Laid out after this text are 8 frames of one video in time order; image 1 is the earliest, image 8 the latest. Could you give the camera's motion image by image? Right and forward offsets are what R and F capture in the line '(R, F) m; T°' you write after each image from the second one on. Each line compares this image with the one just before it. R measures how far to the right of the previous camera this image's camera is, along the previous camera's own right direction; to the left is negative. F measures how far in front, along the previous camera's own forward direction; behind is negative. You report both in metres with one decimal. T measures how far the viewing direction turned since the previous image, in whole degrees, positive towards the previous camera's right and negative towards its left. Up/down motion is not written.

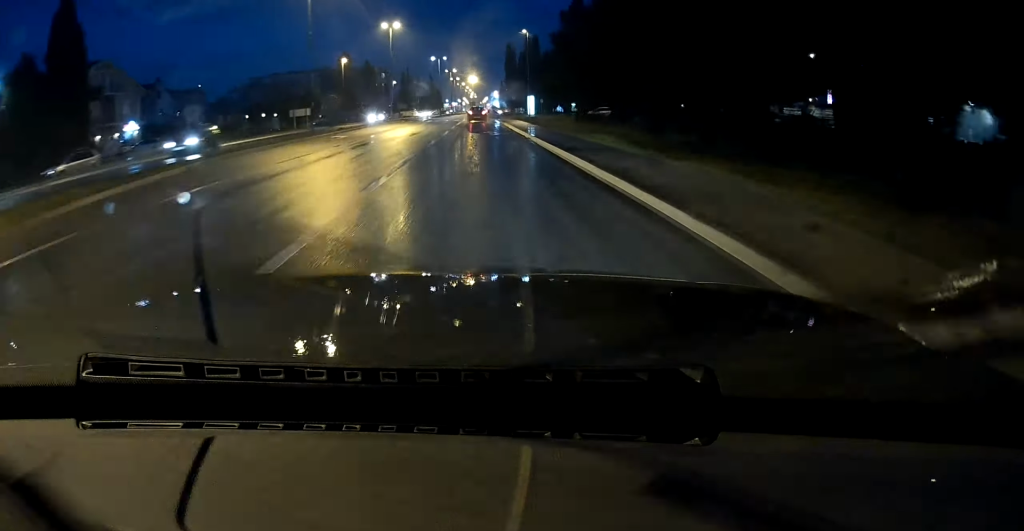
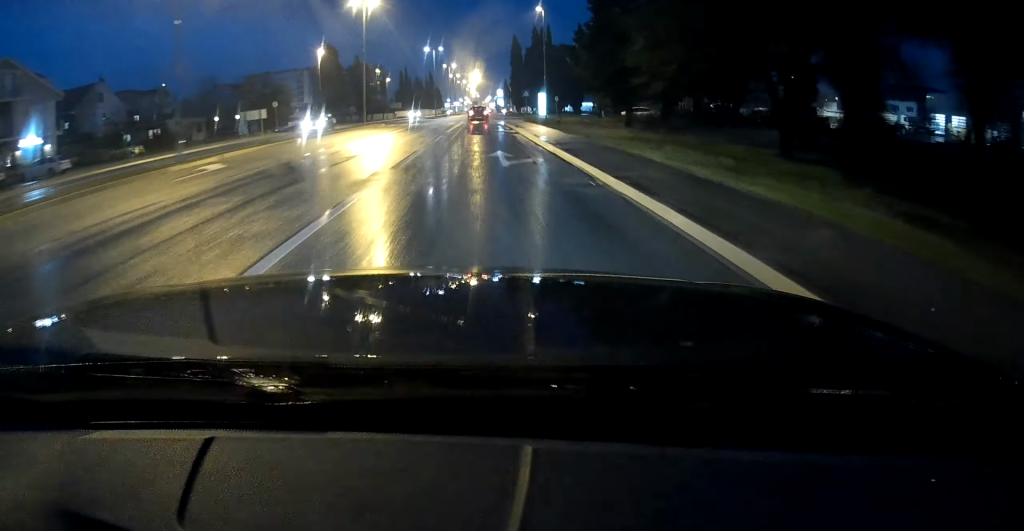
(0.0, +16.2) m; 0°
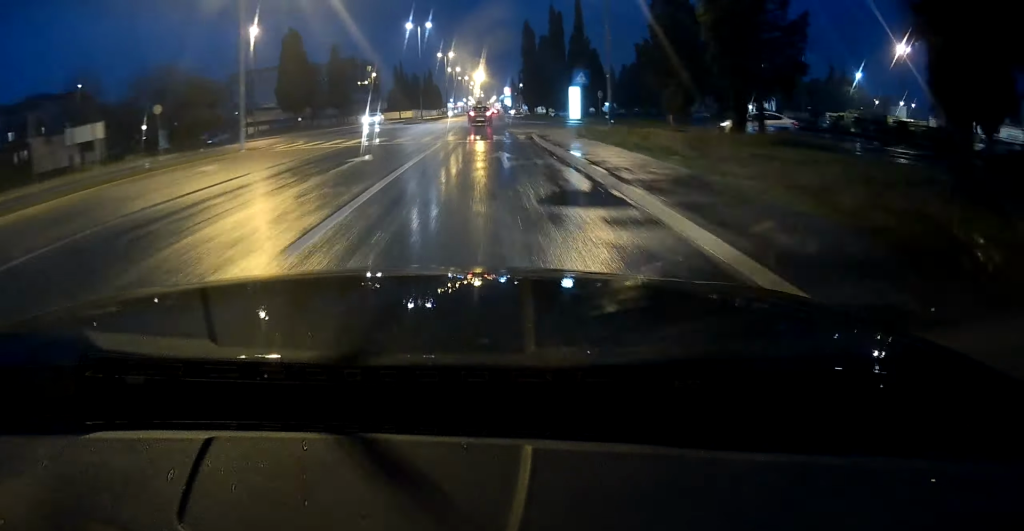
(0.0, +27.3) m; 0°
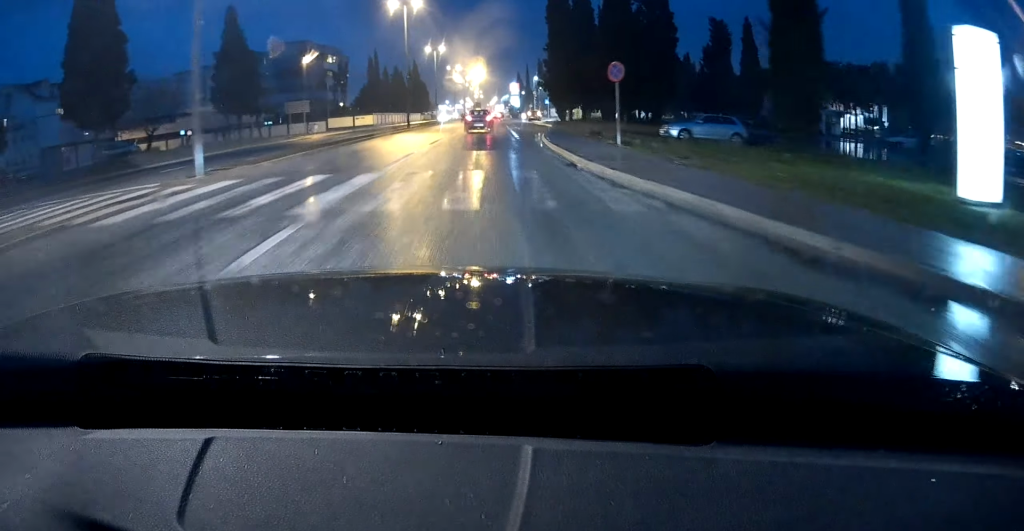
(0.0, +53.5) m; -1°
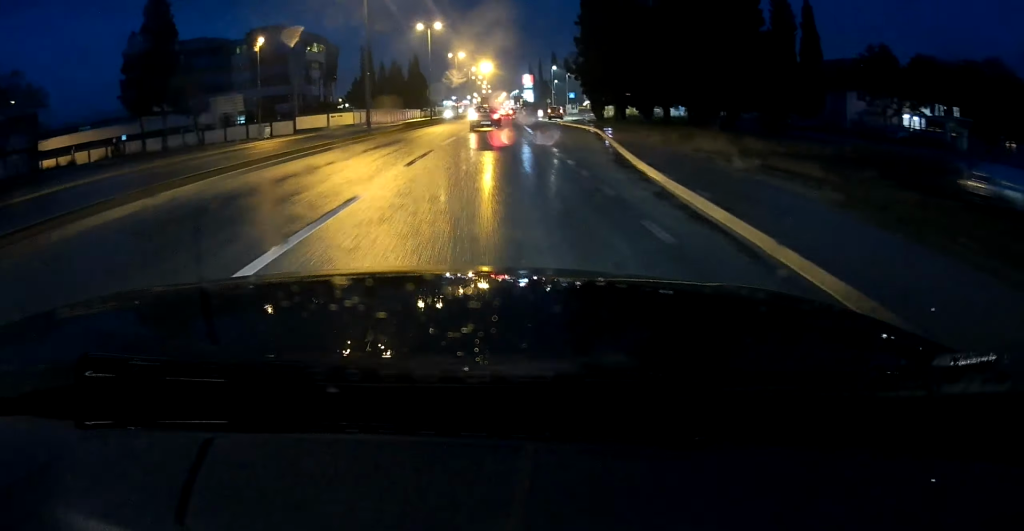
(-0.2, +20.3) m; -1°
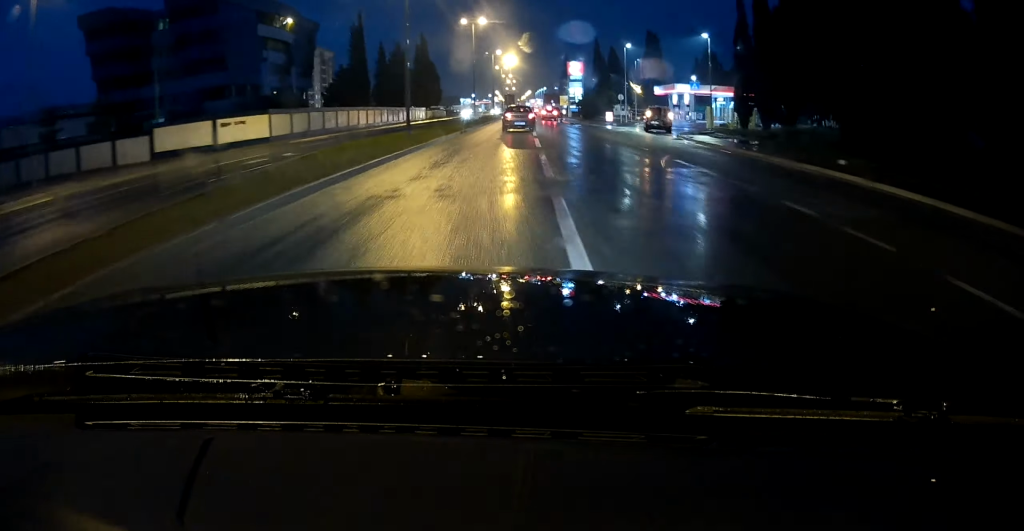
(-0.5, +39.9) m; 0°
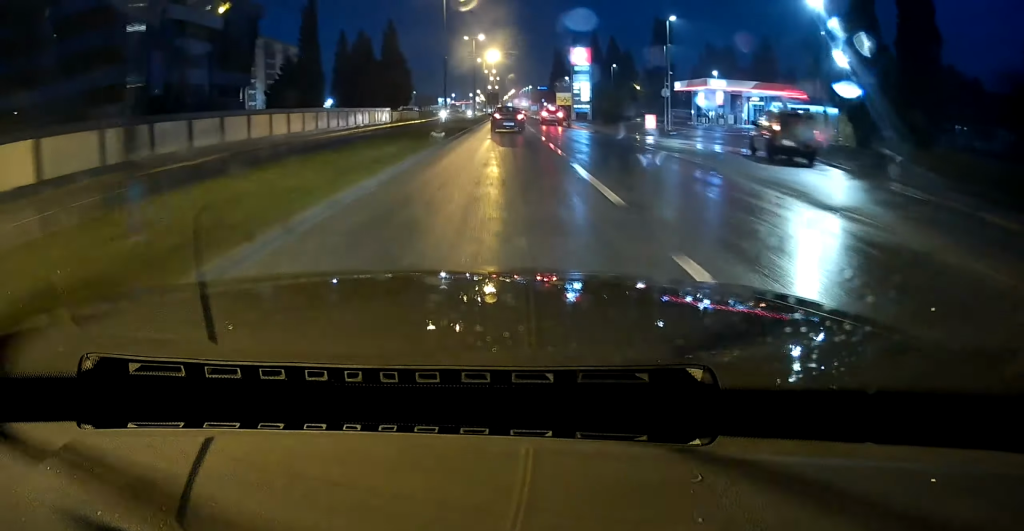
(+0.2, +22.1) m; +1°
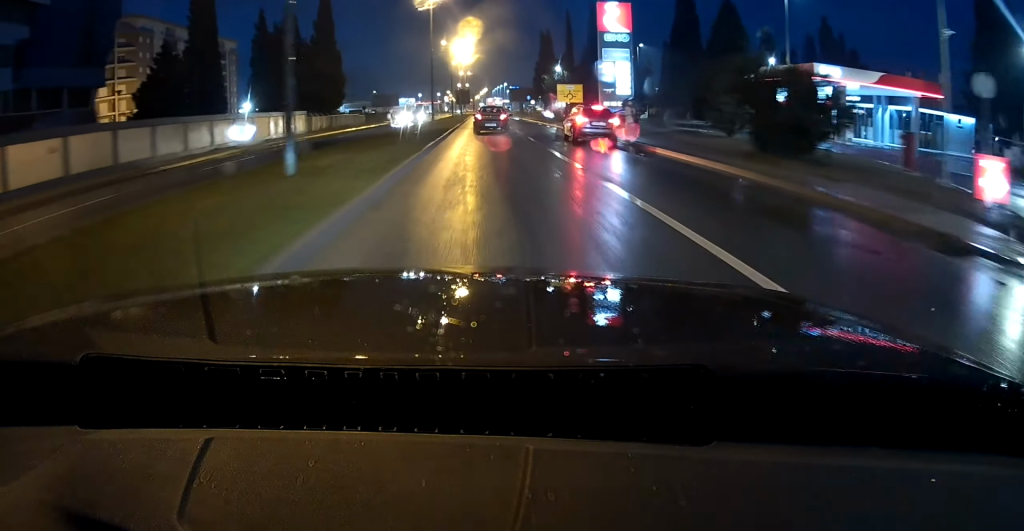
(+0.6, +31.9) m; +2°
